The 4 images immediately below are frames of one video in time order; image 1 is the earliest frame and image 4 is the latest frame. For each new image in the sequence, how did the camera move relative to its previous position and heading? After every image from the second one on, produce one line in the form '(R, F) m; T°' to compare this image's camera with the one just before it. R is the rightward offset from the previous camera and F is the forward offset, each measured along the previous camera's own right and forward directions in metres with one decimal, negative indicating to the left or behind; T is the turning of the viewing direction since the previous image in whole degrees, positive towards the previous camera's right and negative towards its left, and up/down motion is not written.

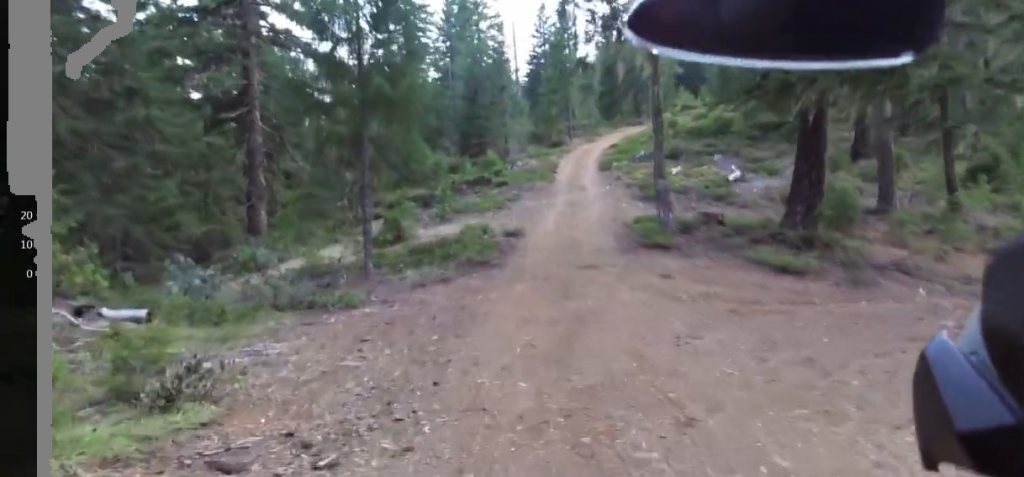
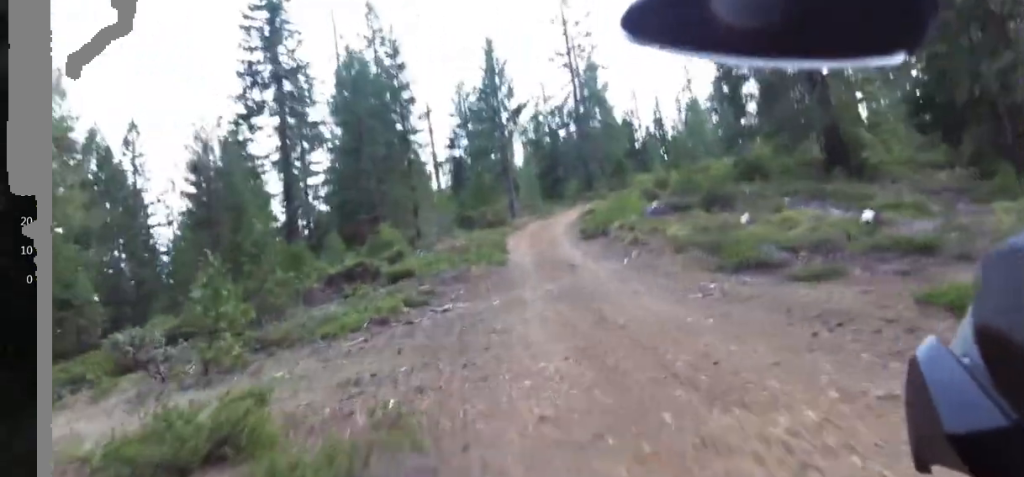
(+2.9, +26.0) m; +14°
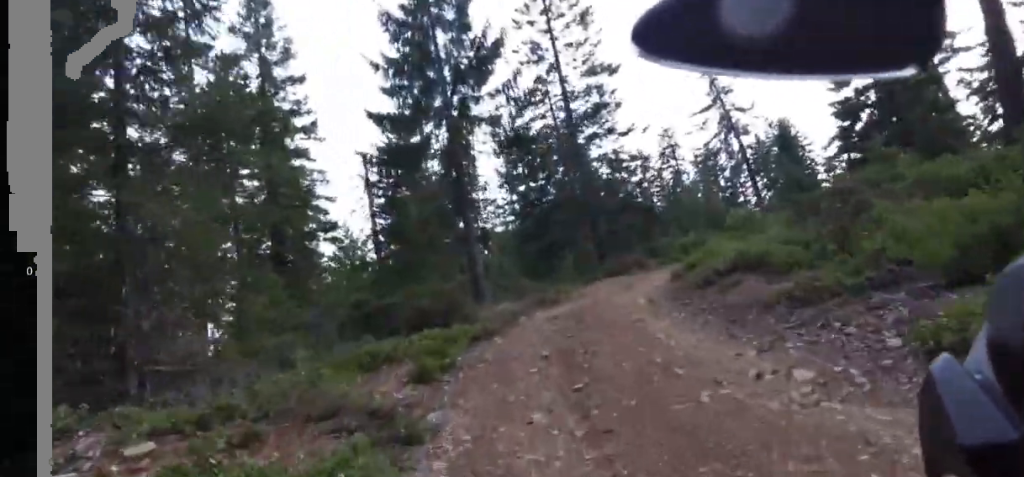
(+0.2, +20.2) m; +13°
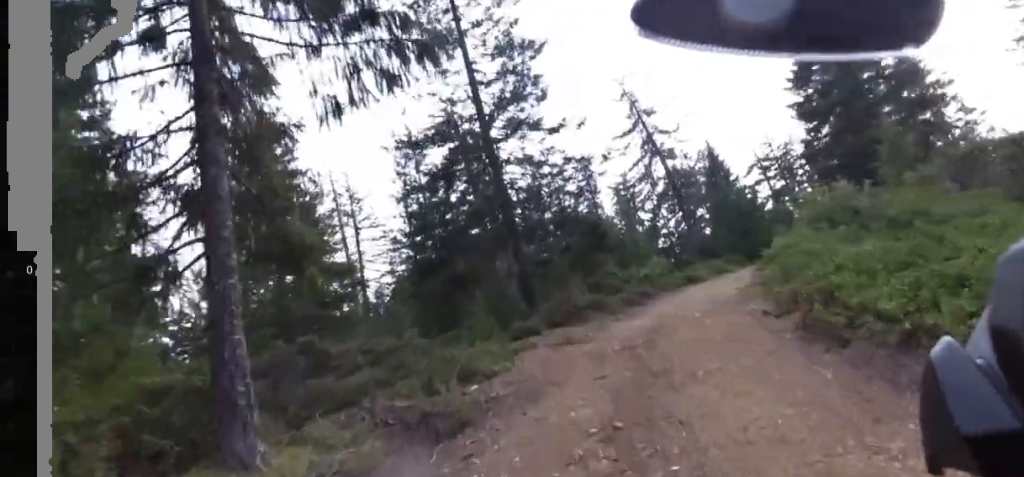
(+2.0, +10.0) m; +21°
